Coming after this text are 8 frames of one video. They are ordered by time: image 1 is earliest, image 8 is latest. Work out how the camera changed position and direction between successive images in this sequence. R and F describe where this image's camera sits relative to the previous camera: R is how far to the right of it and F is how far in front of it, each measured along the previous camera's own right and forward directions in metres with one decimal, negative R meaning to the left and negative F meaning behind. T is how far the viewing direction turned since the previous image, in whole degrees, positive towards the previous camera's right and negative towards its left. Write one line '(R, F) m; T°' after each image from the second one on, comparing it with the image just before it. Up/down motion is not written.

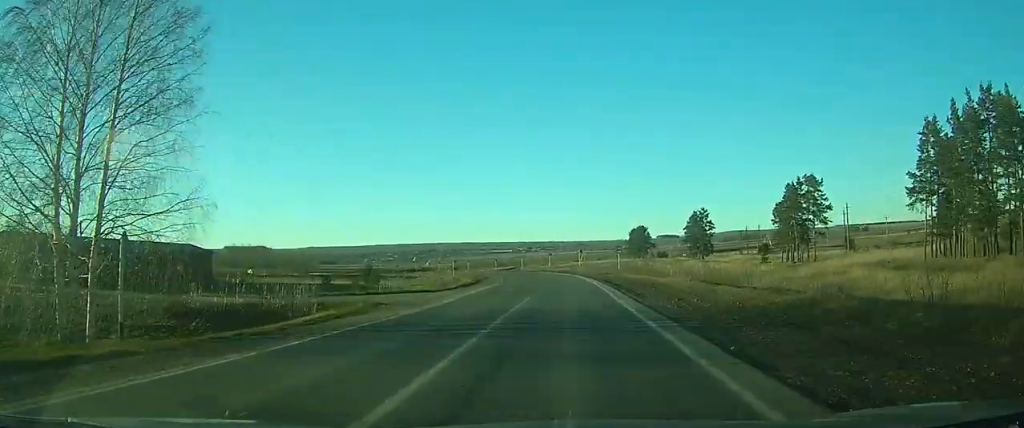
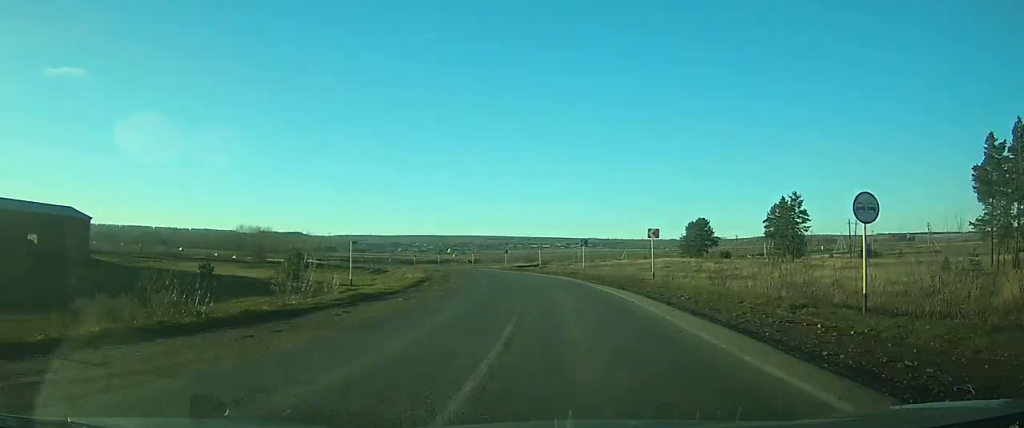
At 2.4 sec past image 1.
(-0.6, +42.1) m; -4°
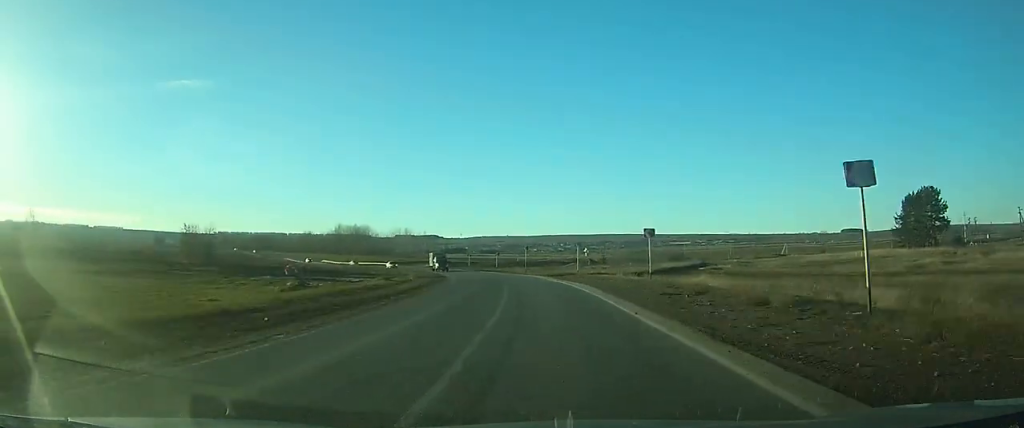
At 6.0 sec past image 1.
(-5.8, +58.4) m; -12°
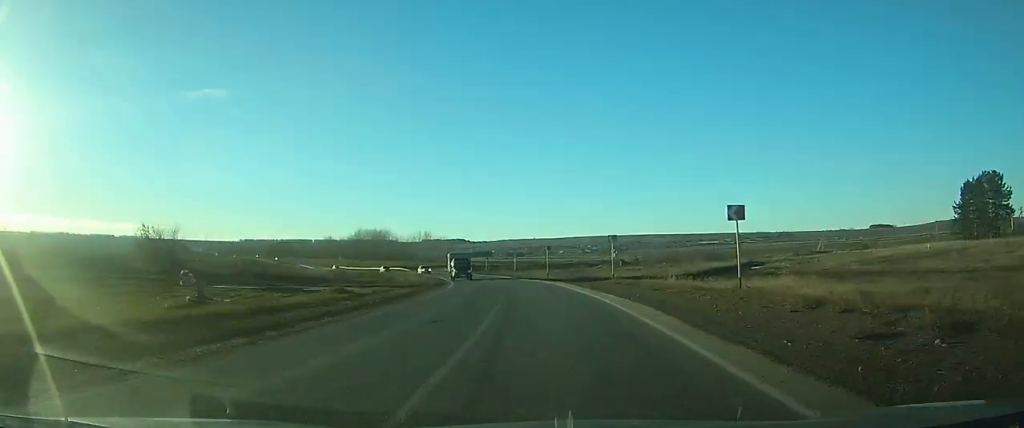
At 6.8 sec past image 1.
(+0.2, +13.3) m; -3°
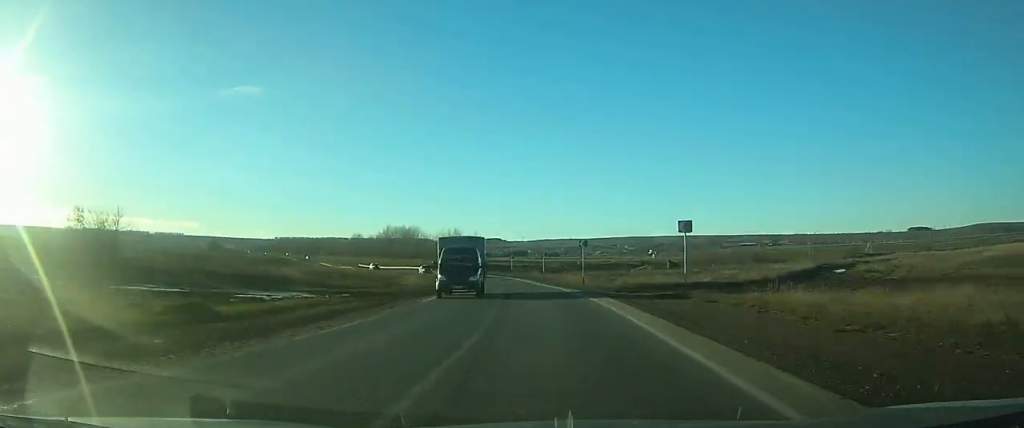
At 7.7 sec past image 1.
(-1.1, +15.4) m; -4°
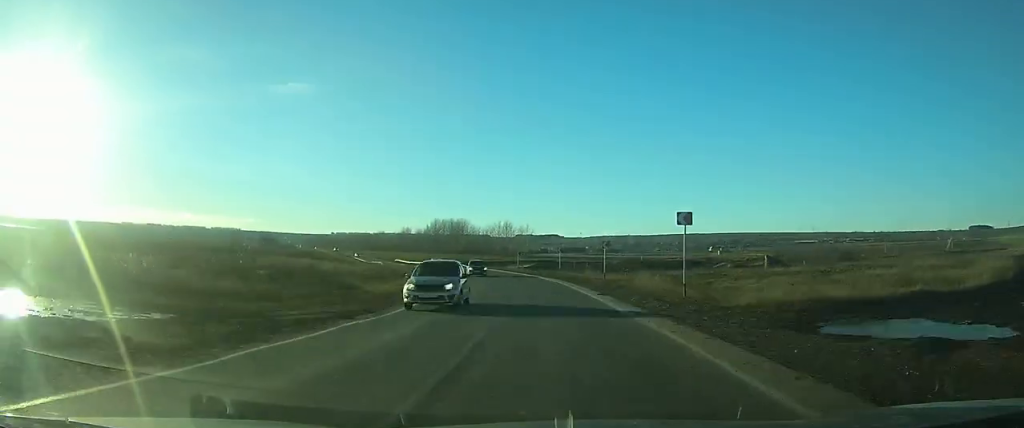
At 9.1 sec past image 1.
(-1.0, +22.9) m; -6°
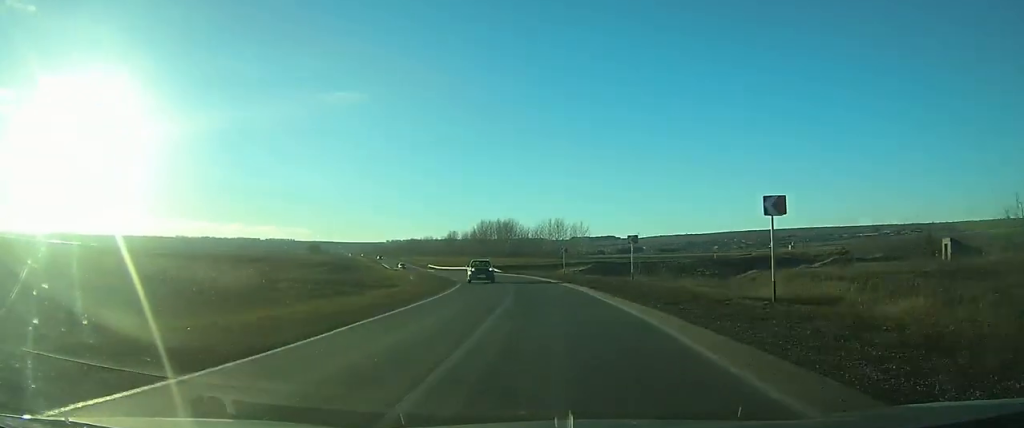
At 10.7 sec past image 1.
(-1.2, +26.0) m; -7°
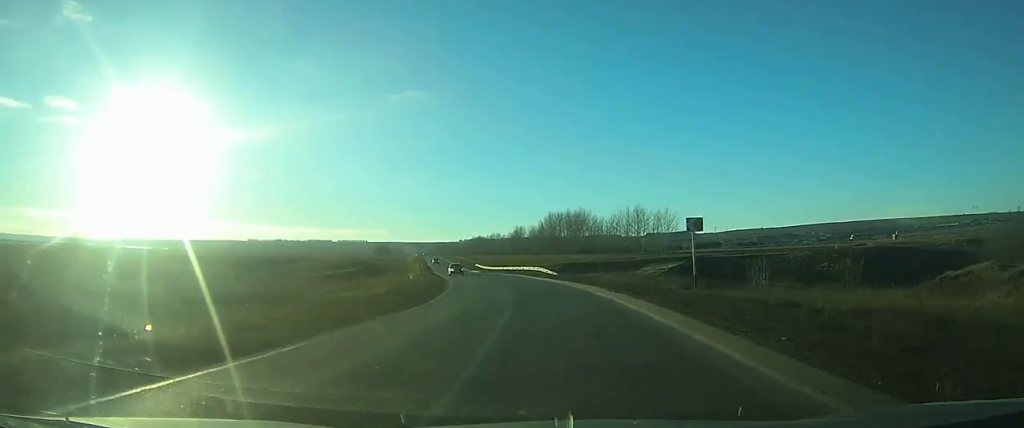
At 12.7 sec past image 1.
(-2.1, +31.5) m; -8°
